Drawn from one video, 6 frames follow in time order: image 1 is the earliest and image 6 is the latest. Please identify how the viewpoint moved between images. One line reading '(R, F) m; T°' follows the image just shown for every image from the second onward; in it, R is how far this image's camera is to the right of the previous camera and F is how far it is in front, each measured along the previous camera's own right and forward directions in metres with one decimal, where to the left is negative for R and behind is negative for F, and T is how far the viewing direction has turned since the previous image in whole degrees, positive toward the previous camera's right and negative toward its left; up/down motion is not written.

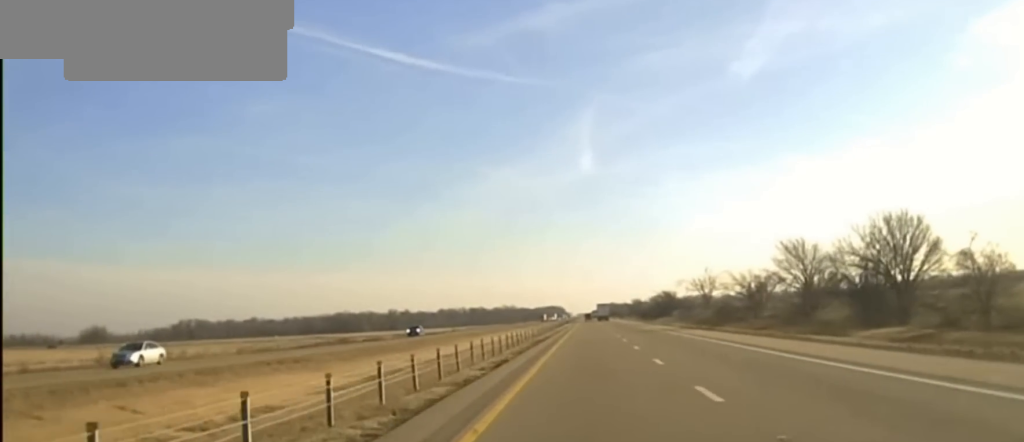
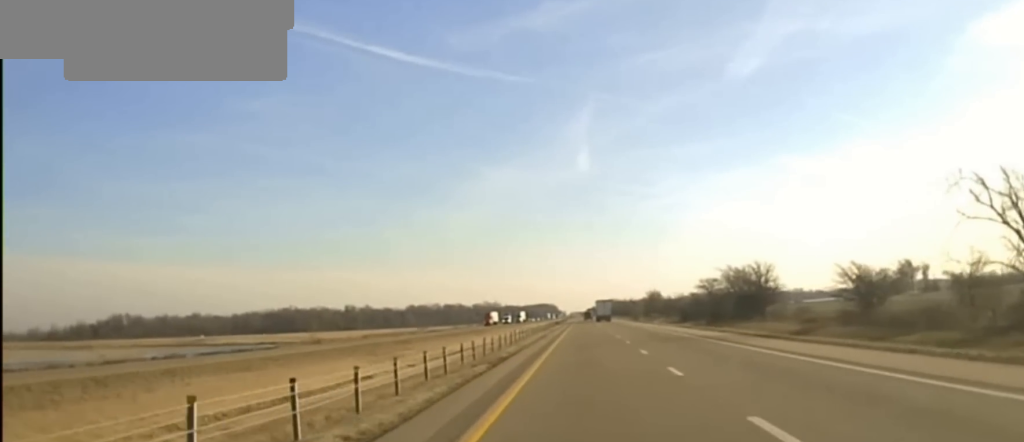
(+0.7, +158.8) m; +1°
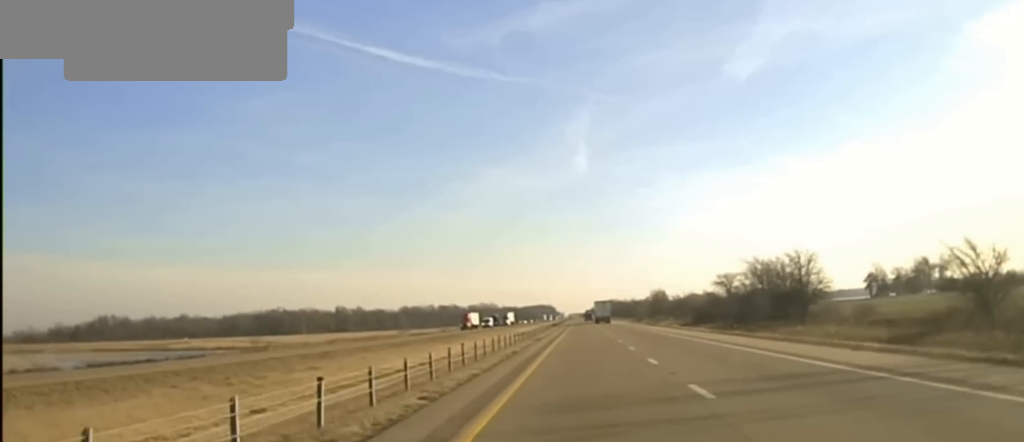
(0.0, +26.6) m; 0°
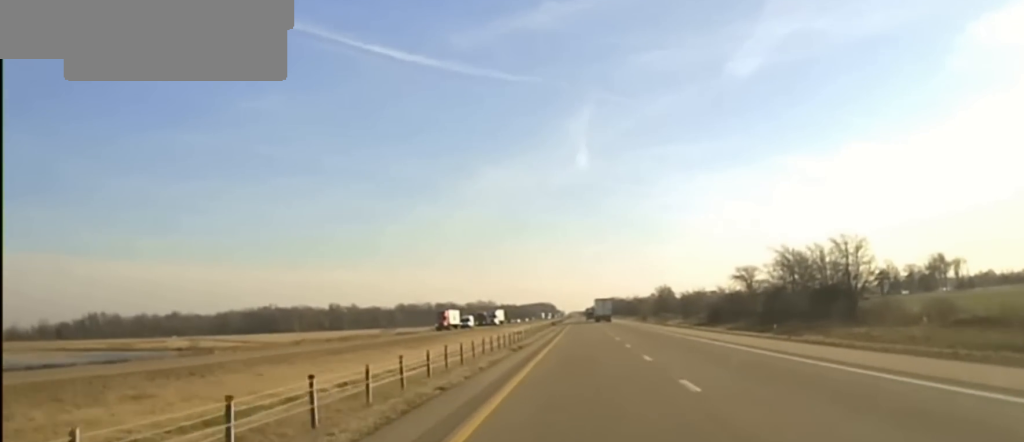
(0.0, +21.8) m; 0°
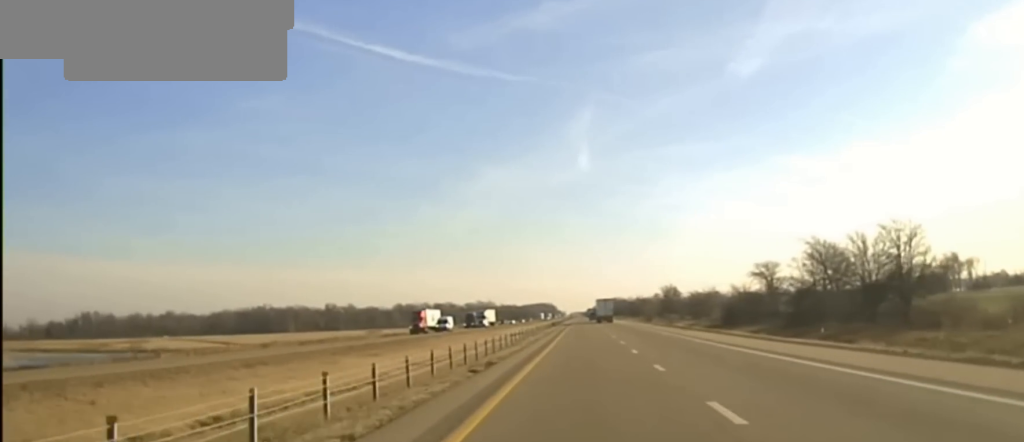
(-0.1, +18.9) m; 0°
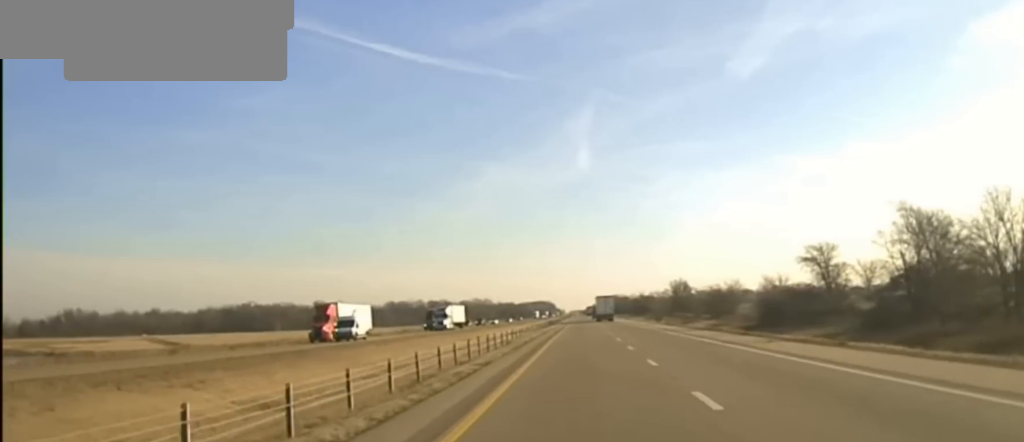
(-0.1, +37.8) m; 0°
